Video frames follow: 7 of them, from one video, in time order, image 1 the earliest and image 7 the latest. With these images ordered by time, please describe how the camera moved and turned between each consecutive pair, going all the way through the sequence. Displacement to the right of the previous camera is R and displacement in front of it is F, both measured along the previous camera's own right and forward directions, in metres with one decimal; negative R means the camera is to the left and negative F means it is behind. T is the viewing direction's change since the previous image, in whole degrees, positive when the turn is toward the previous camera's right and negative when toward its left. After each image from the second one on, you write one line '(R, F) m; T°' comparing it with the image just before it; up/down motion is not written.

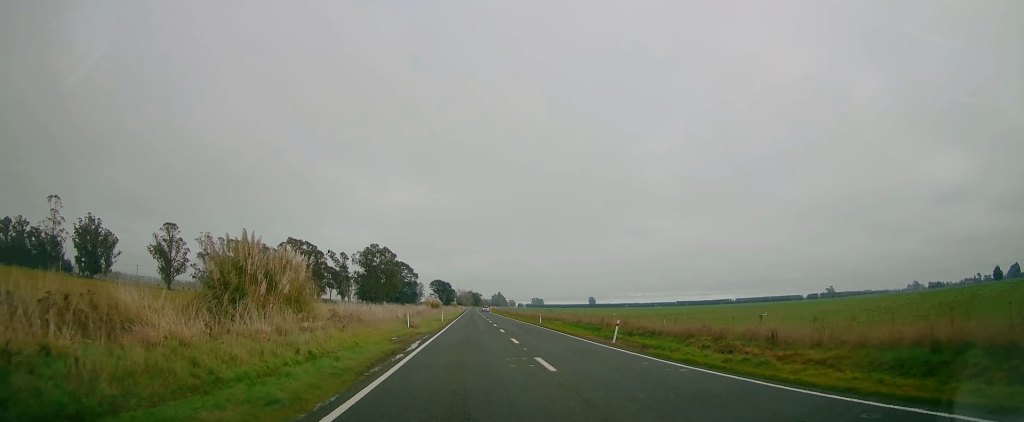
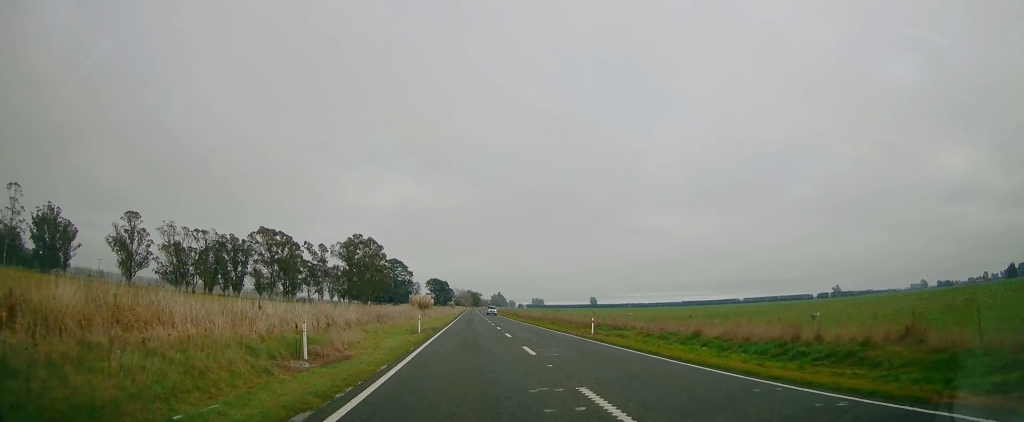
(-0.1, +26.0) m; 0°
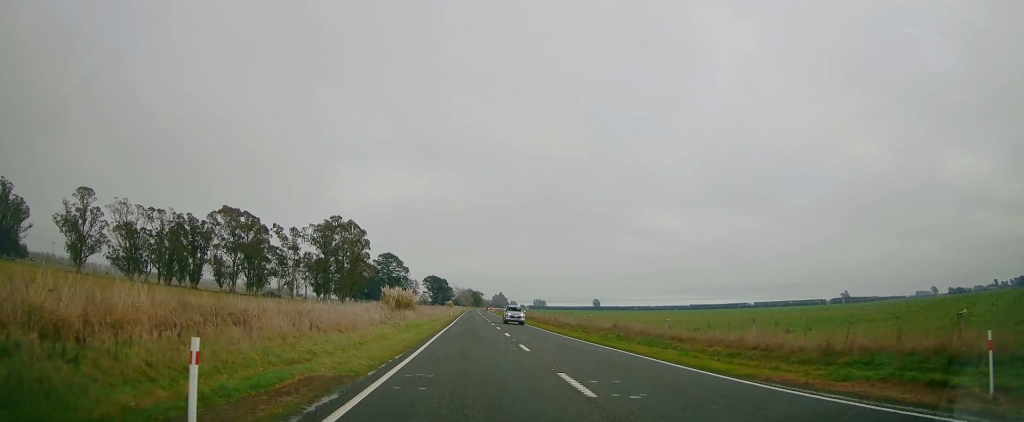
(+0.4, +27.7) m; +1°
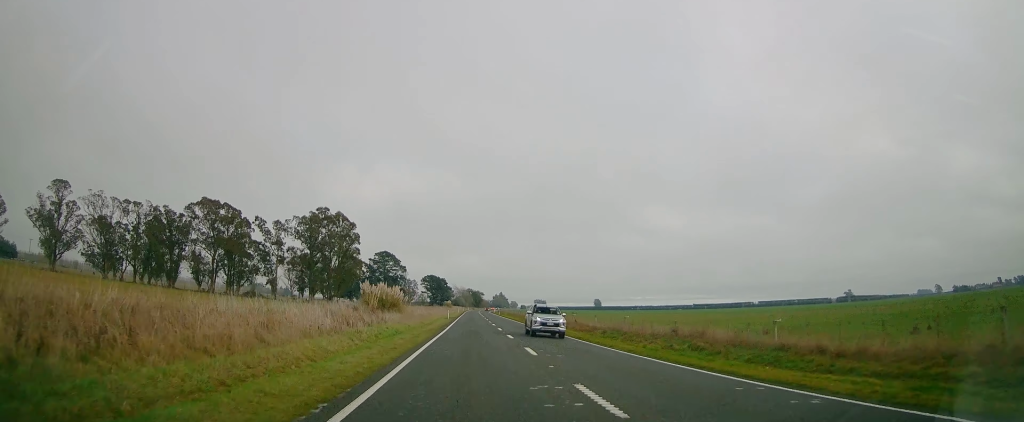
(0.0, +11.6) m; 0°
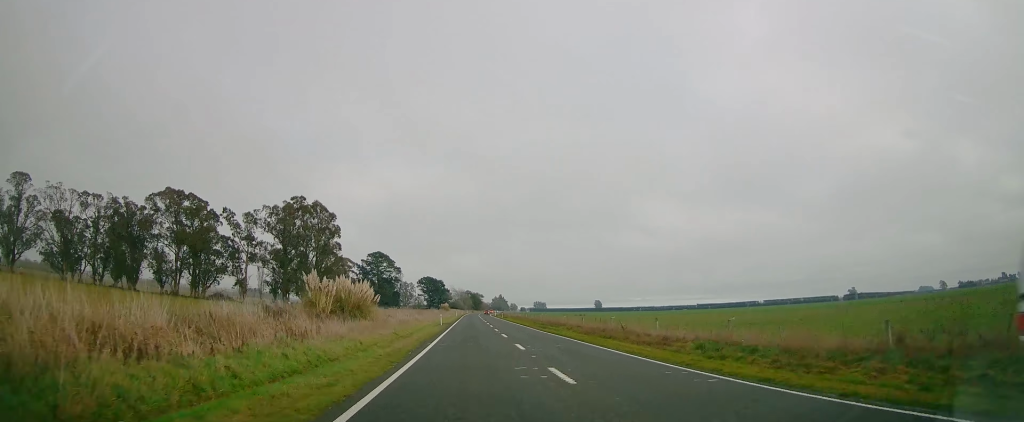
(0.0, +16.1) m; -1°
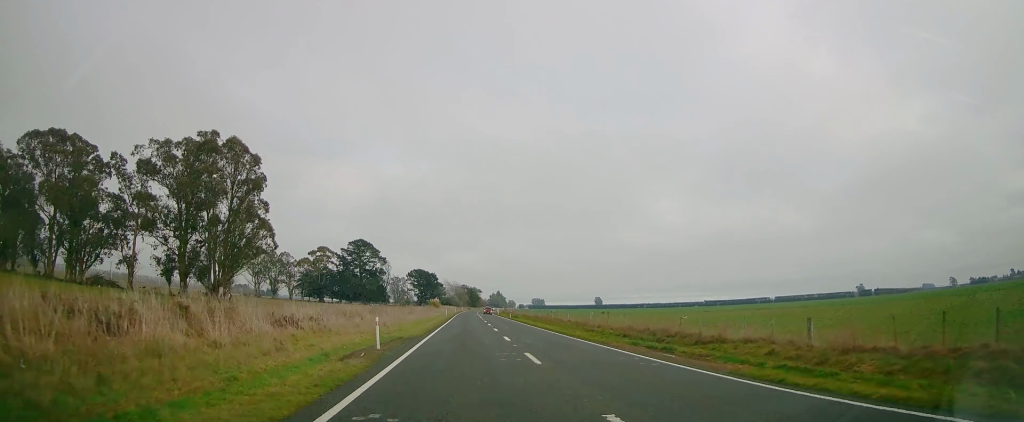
(-0.4, +36.8) m; 0°
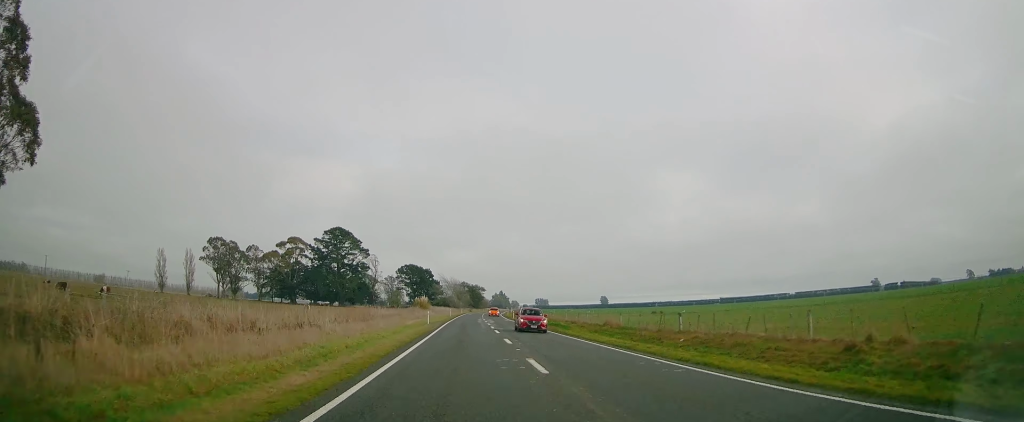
(+1.1, +42.6) m; +1°
